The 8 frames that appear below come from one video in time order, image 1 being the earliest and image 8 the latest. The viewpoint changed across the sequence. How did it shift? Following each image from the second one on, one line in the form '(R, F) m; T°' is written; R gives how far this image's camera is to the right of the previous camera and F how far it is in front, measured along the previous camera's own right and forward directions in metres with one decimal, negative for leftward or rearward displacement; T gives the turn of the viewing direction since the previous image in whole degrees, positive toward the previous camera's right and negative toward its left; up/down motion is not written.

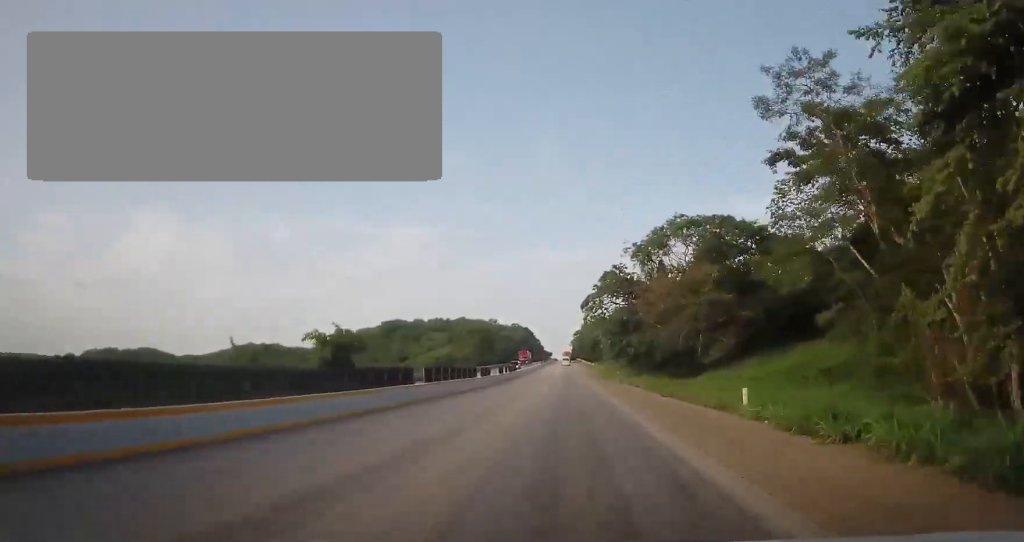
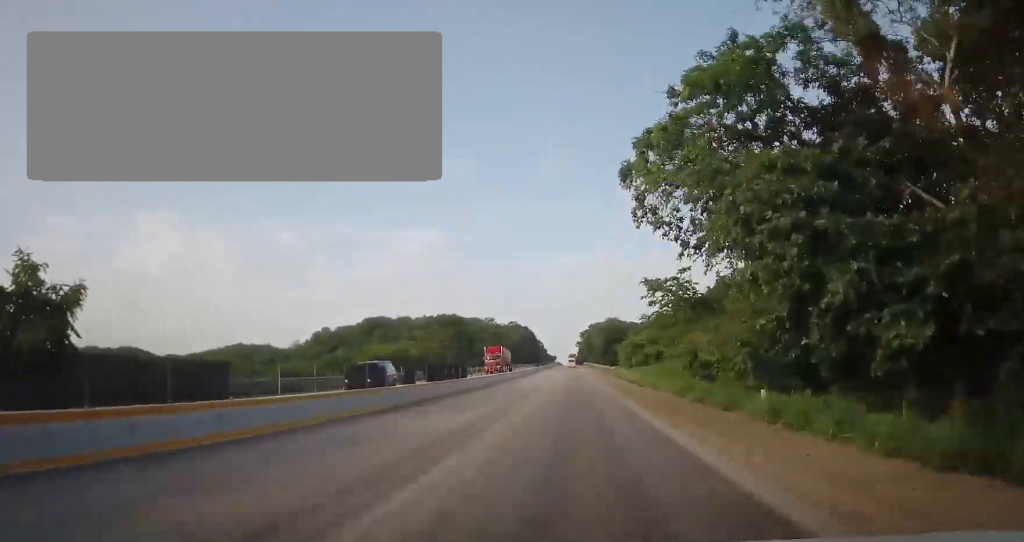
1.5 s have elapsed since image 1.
(+0.3, +40.9) m; 0°
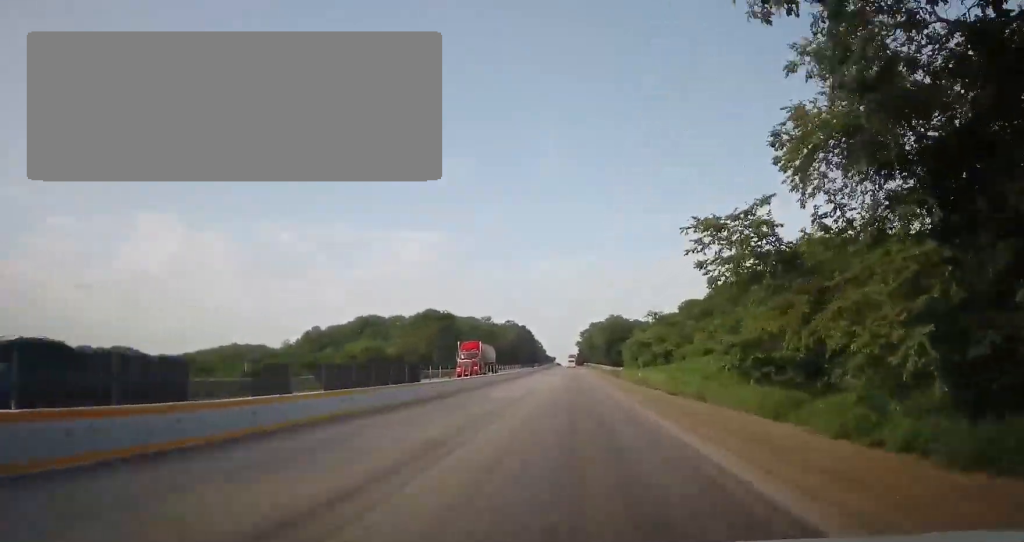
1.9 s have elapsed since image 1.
(-0.2, +11.4) m; 0°
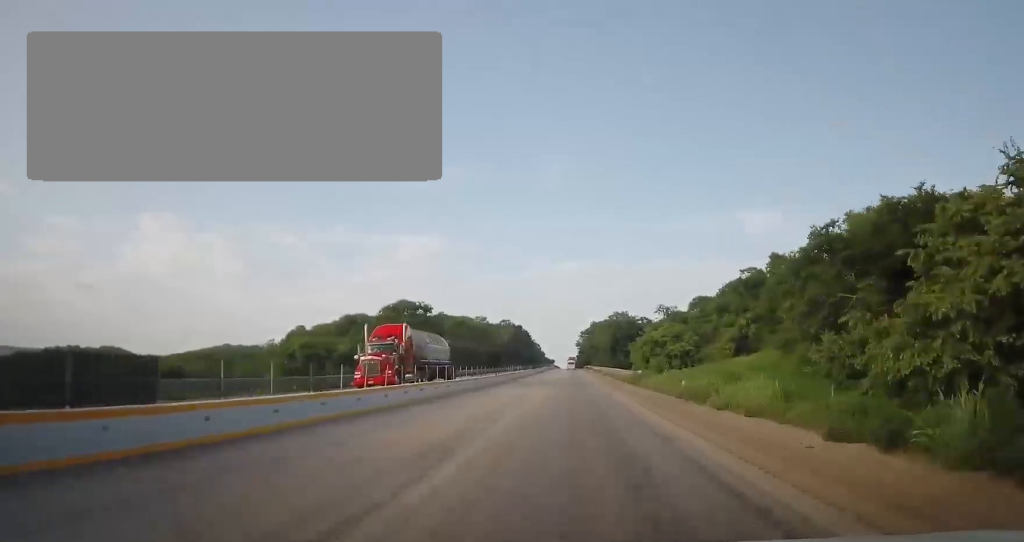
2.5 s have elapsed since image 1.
(-0.1, +16.9) m; 0°
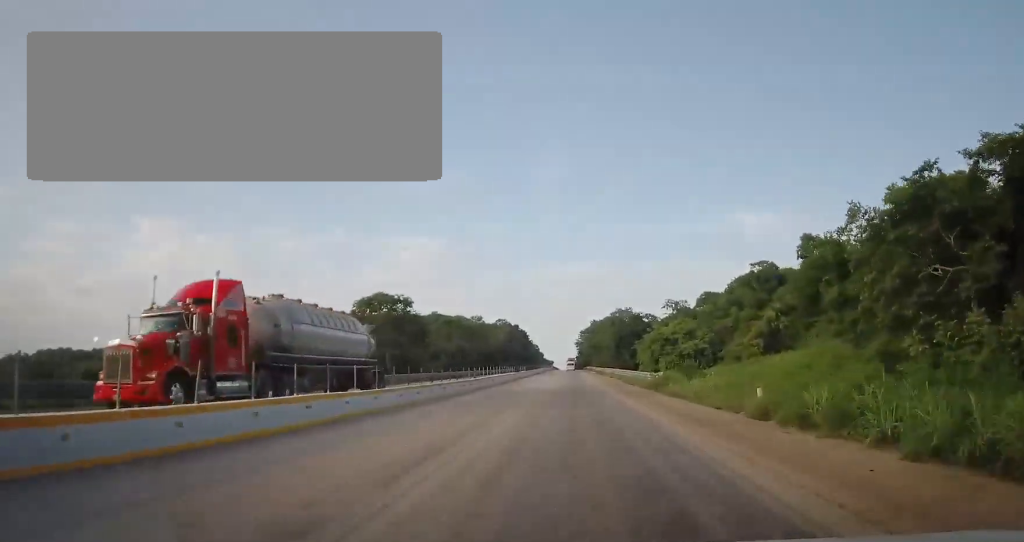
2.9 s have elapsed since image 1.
(0.0, +10.9) m; 0°
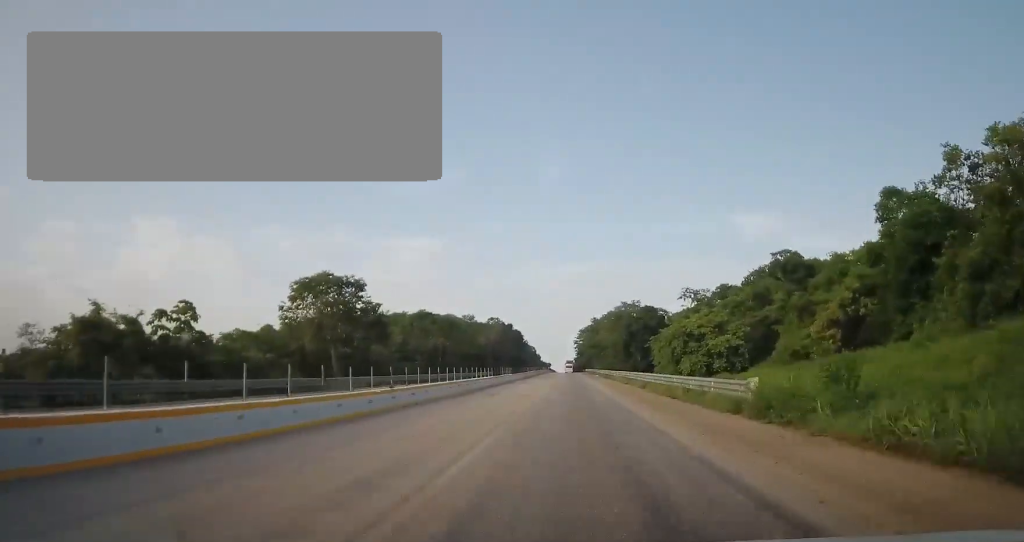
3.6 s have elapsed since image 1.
(0.0, +18.1) m; +1°
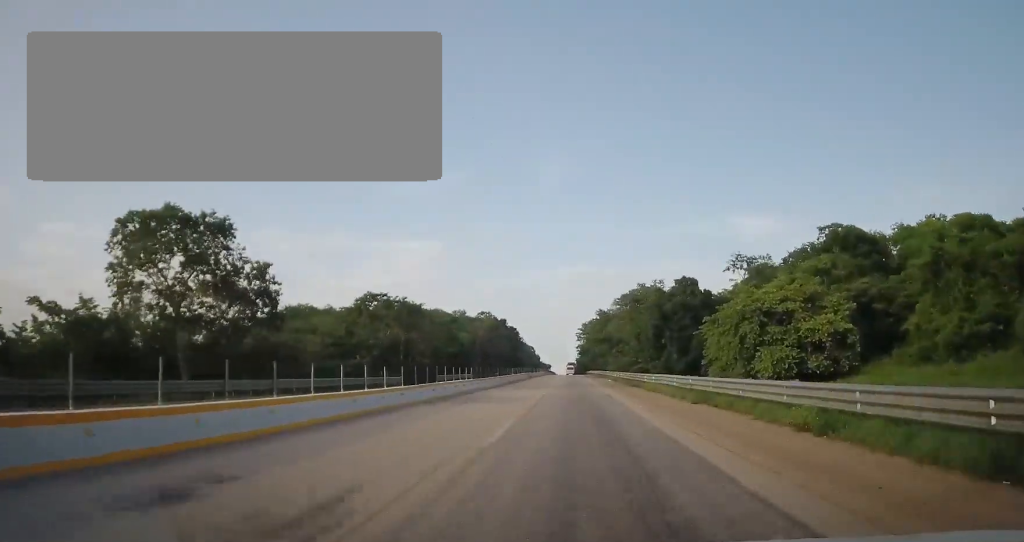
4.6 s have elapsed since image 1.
(+0.4, +26.4) m; 0°
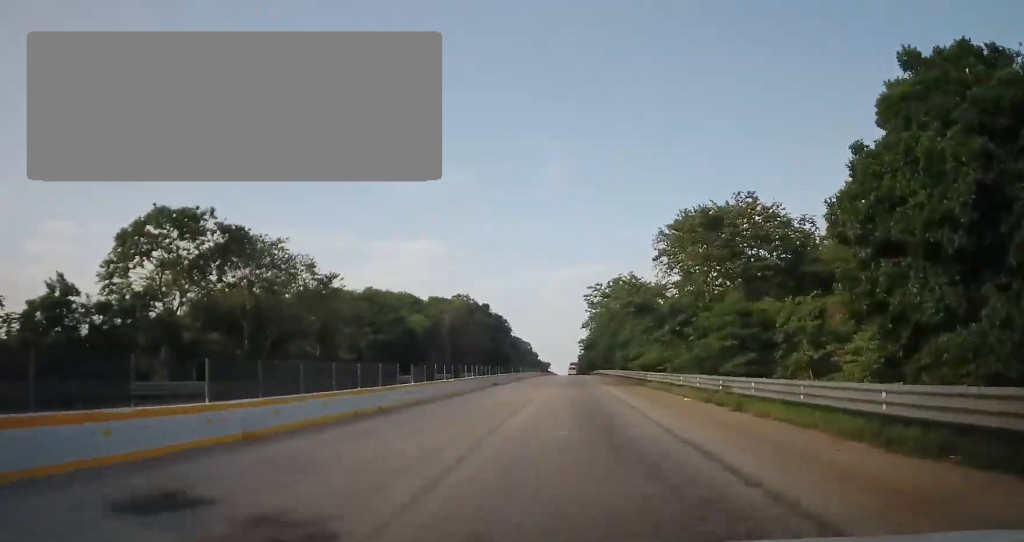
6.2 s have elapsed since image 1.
(-0.5, +42.5) m; -1°
